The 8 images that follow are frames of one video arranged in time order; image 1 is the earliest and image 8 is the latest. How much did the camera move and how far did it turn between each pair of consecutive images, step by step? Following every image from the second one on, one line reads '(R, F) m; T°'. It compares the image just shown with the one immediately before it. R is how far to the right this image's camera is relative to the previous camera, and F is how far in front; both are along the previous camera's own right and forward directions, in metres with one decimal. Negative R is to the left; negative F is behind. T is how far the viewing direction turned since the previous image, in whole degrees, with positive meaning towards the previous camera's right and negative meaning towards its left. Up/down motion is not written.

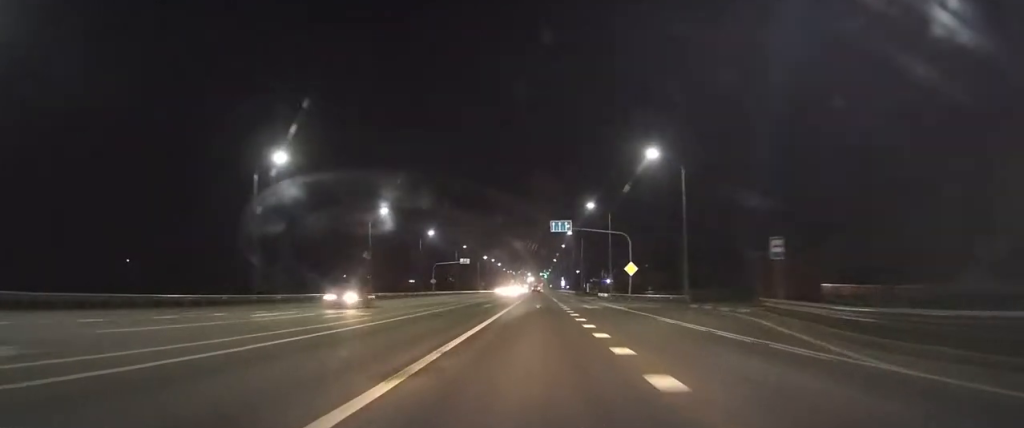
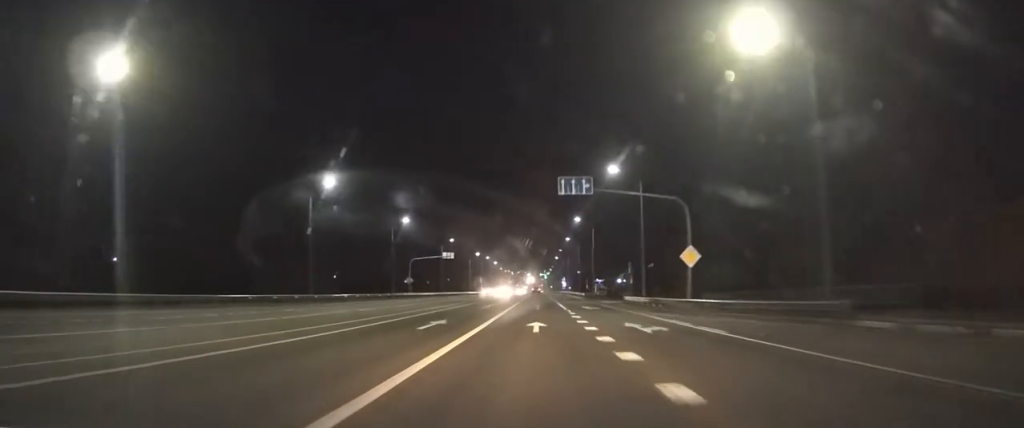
(0.0, +20.7) m; 0°
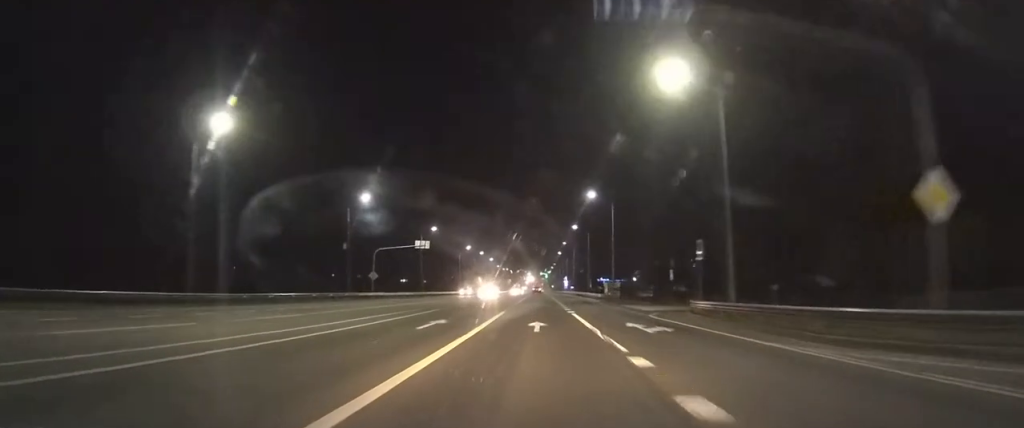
(0.0, +20.8) m; 0°
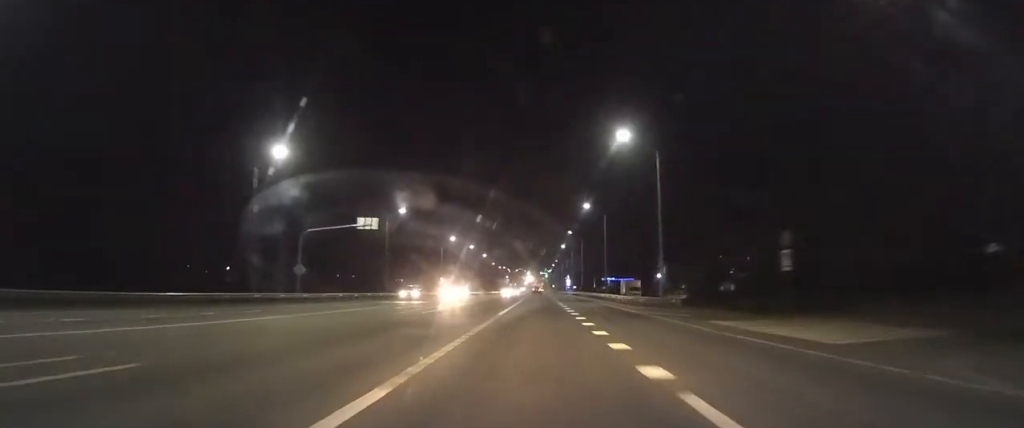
(0.0, +23.0) m; 0°
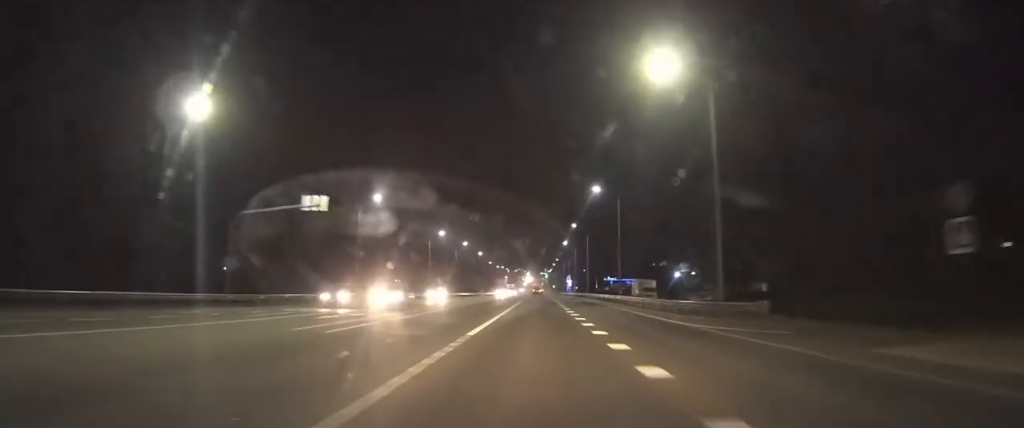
(0.0, +11.9) m; 0°
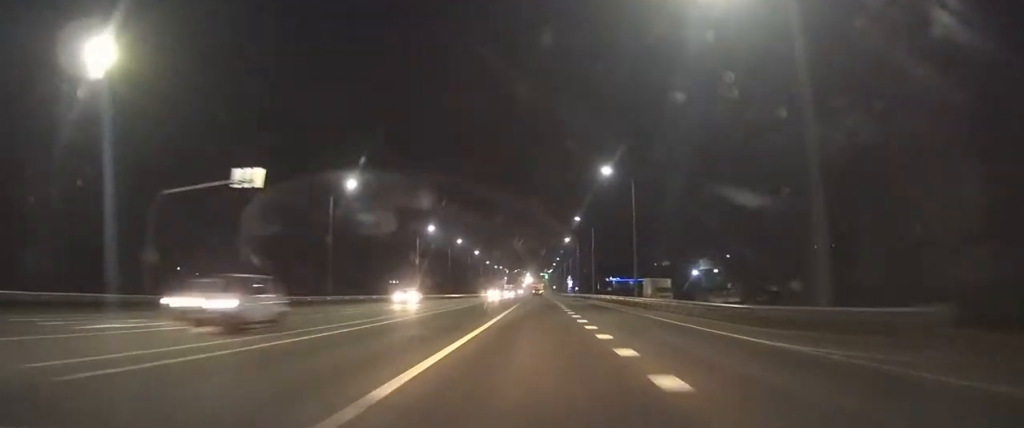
(0.0, +9.1) m; 0°
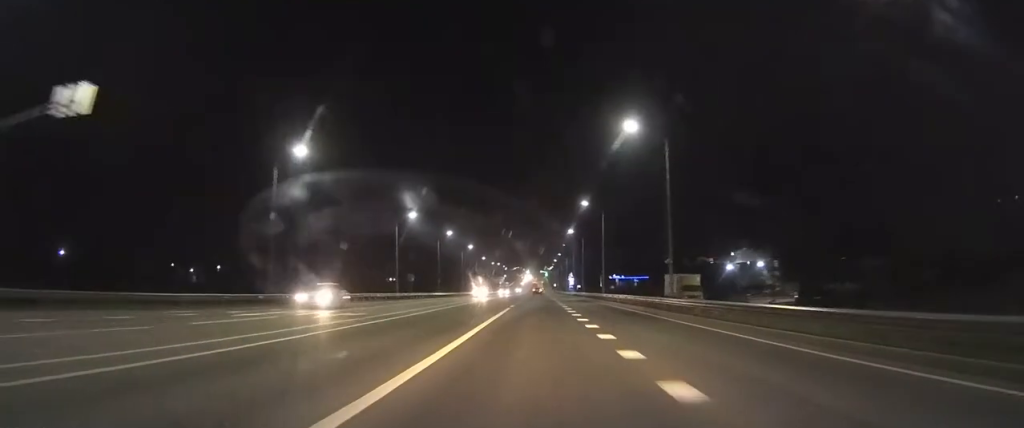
(0.0, +12.6) m; 0°
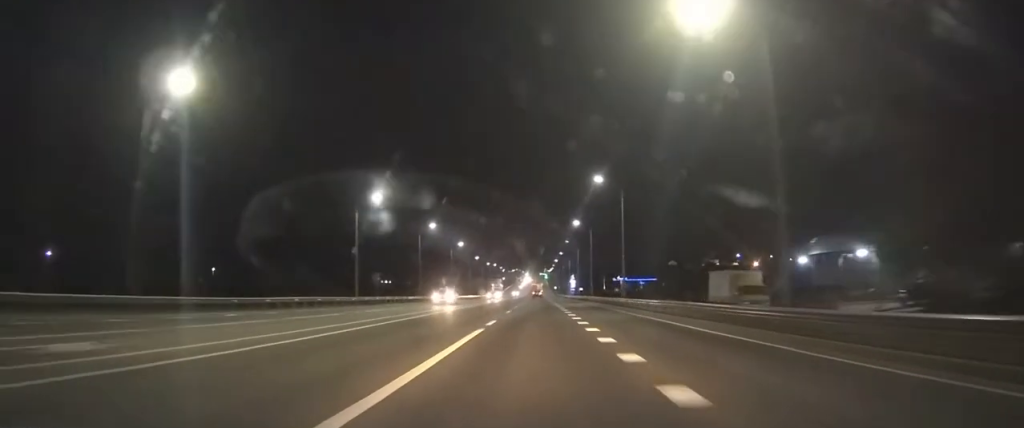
(0.0, +16.2) m; 0°
